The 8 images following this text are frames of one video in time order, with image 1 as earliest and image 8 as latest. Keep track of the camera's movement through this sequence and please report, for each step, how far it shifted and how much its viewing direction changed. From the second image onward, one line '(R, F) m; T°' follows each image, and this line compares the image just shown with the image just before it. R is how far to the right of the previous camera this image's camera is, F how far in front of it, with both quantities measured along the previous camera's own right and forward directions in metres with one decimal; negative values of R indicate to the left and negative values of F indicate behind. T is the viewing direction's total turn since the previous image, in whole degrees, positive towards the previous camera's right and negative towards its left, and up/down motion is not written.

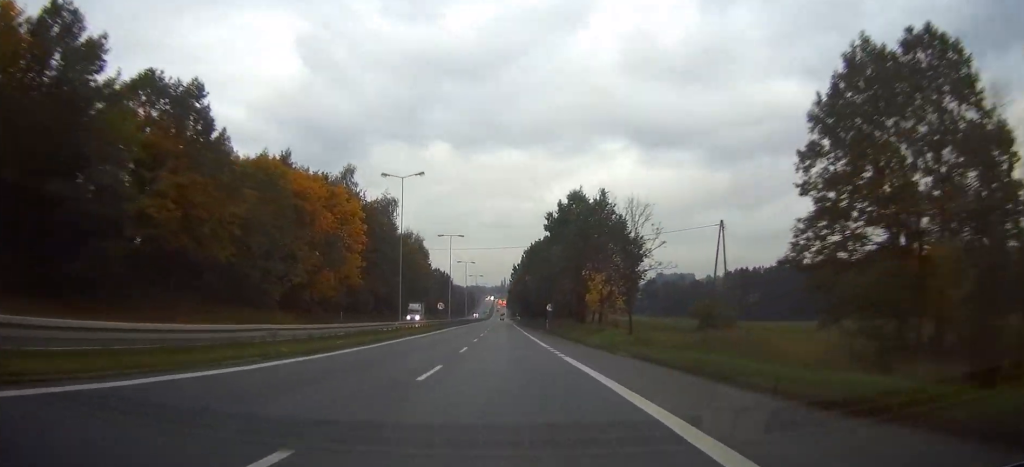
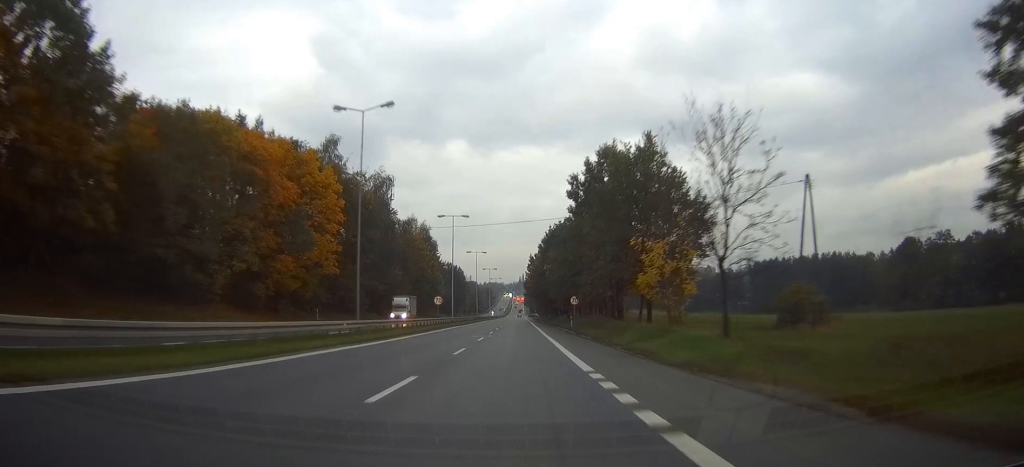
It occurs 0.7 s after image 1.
(-0.3, +16.1) m; -2°
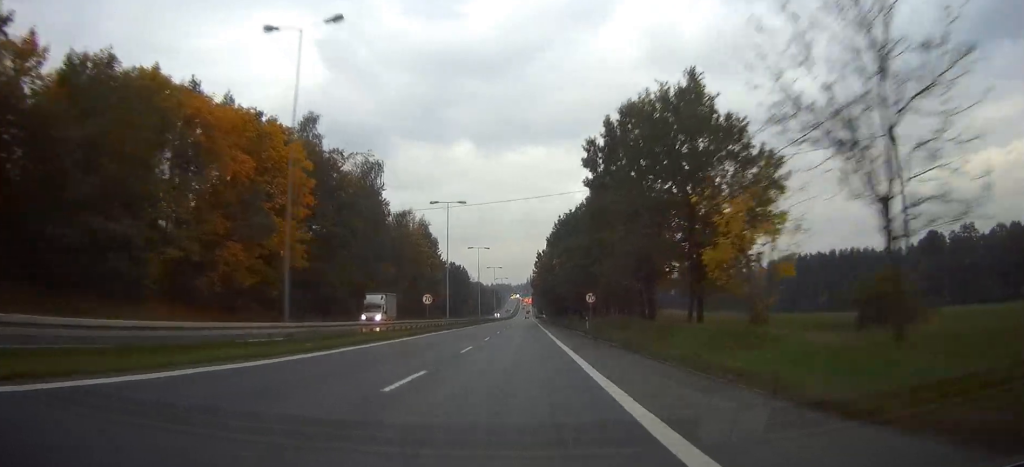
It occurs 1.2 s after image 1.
(-0.2, +10.7) m; -1°
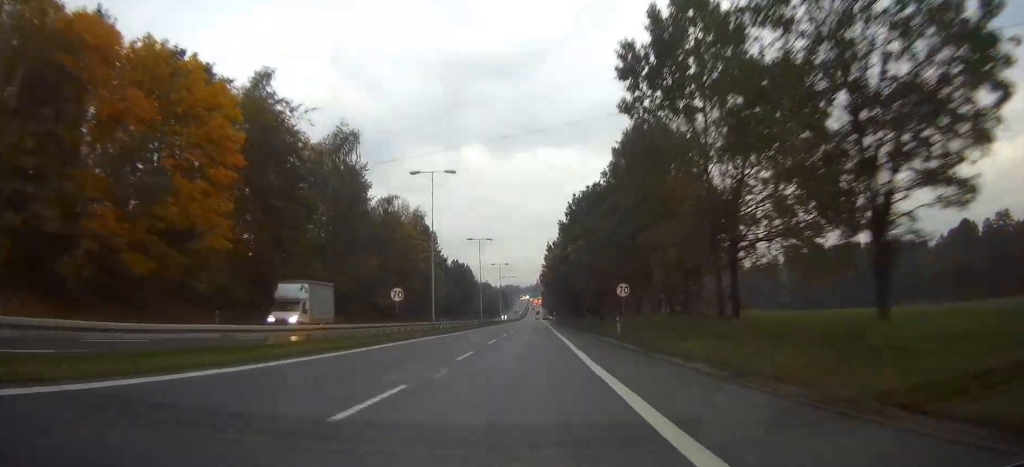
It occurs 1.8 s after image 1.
(-0.1, +15.2) m; -1°
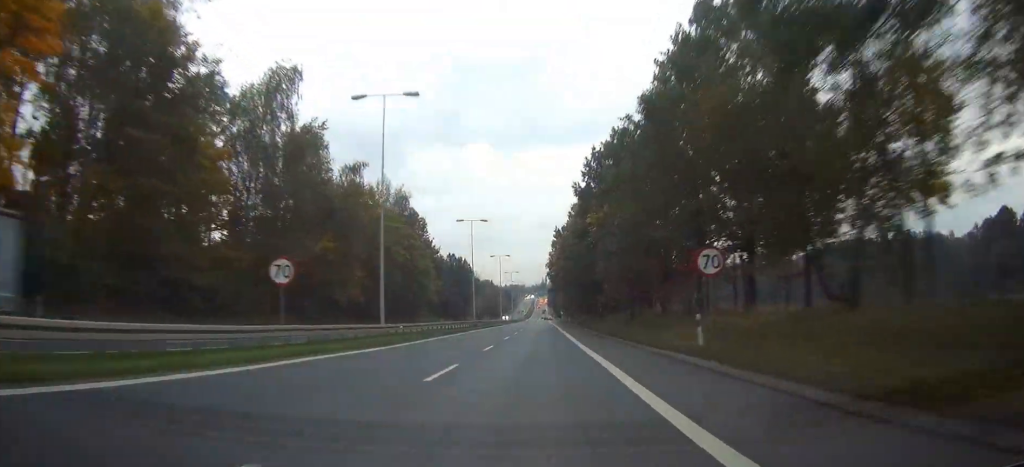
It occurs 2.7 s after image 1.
(-0.1, +18.9) m; 0°
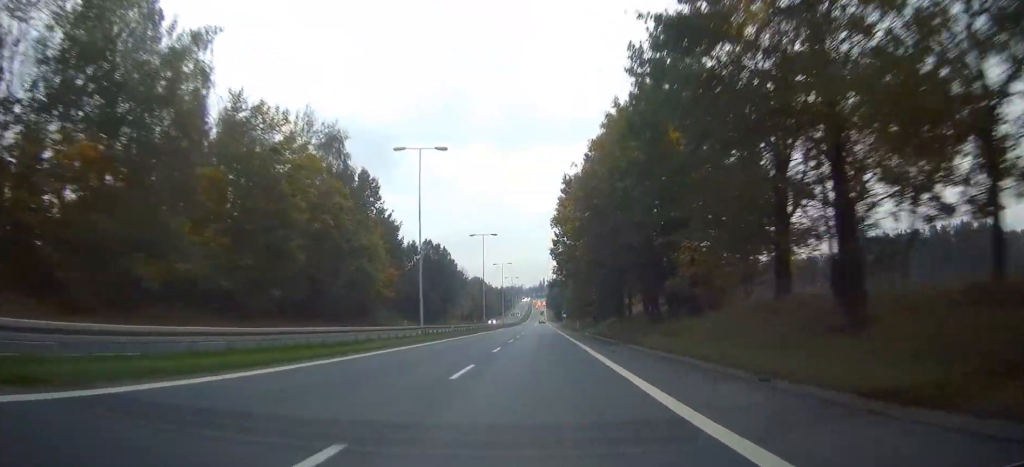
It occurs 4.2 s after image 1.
(-0.1, +34.7) m; 0°
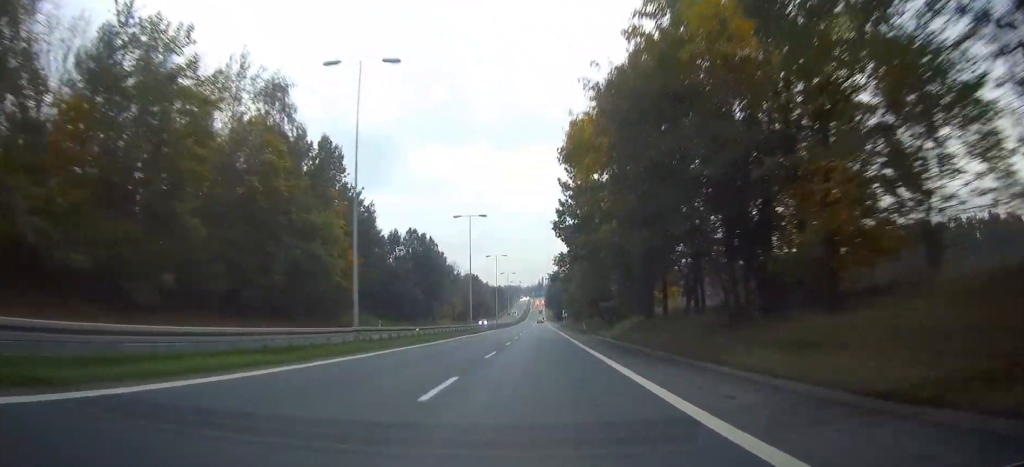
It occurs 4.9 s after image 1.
(0.0, +15.8) m; 0°
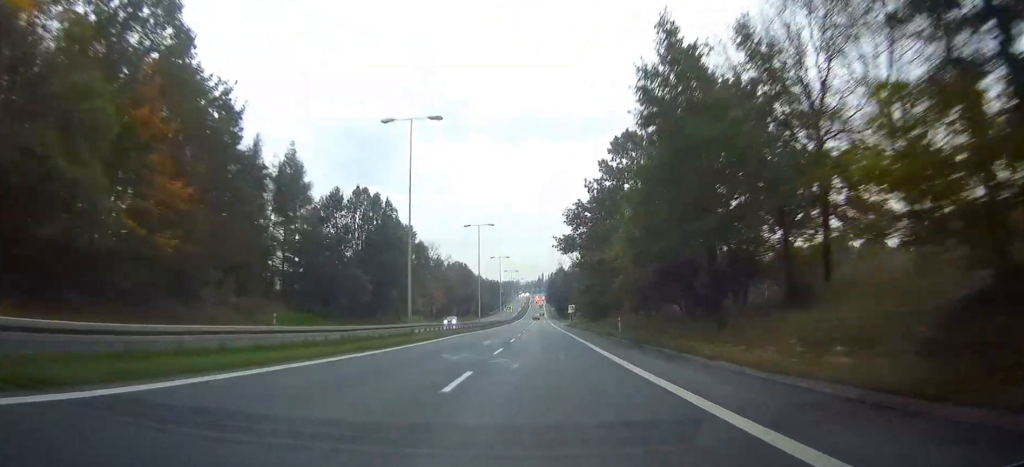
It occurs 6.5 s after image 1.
(+0.1, +35.2) m; 0°
